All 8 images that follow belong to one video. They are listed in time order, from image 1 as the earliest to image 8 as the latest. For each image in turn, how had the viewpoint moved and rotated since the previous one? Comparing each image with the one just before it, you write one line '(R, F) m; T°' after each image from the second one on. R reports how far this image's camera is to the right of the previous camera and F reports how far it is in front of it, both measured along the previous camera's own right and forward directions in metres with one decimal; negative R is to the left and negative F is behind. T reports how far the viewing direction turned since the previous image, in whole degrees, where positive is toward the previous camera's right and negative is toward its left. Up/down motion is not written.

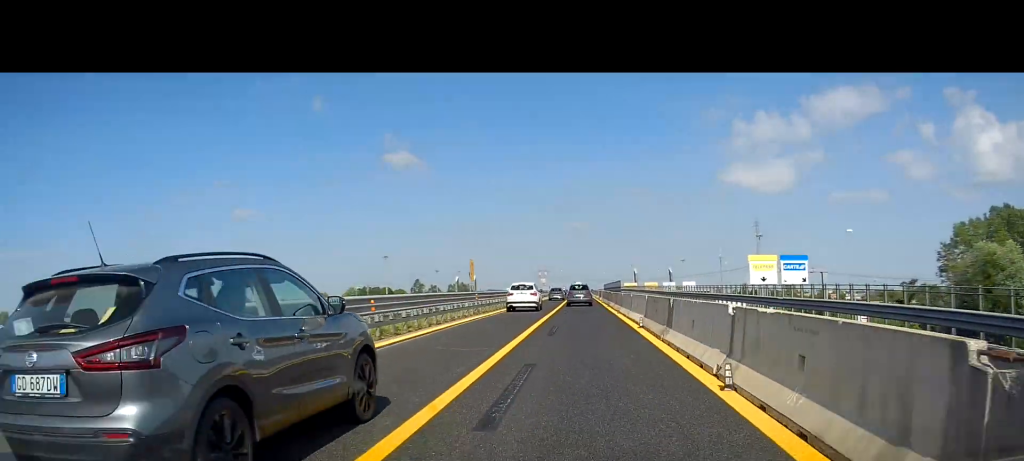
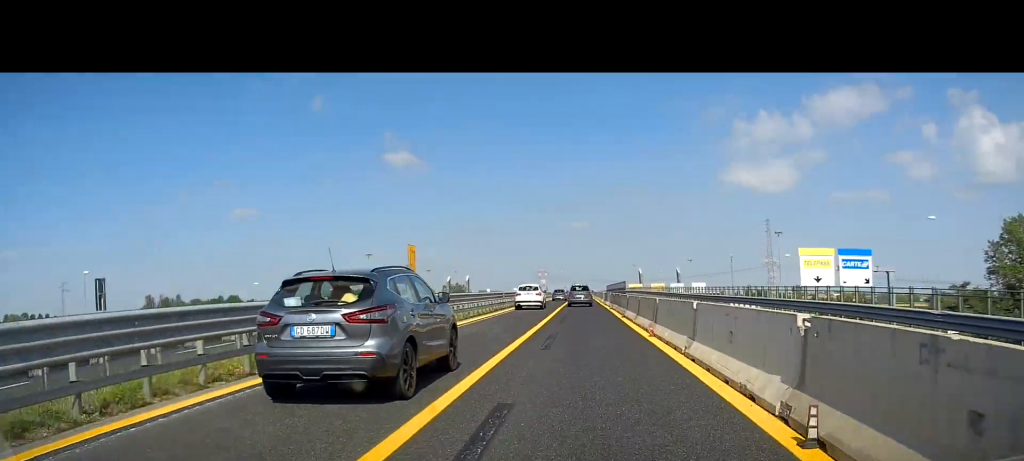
(+0.1, +15.2) m; +1°
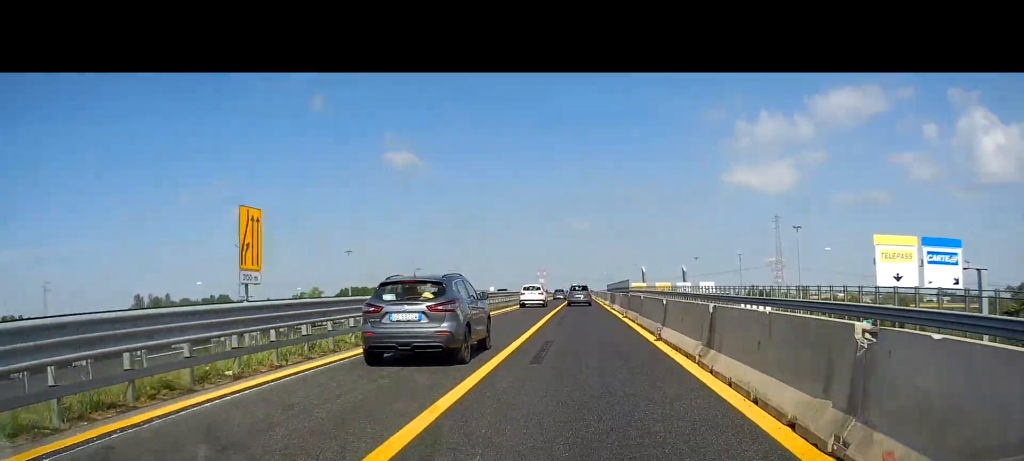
(+0.1, +13.8) m; +1°
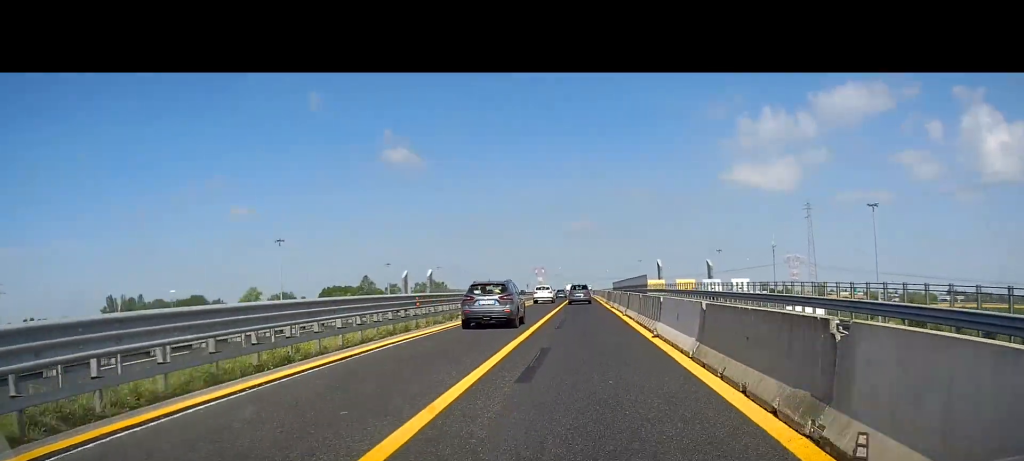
(0.0, +36.3) m; -1°
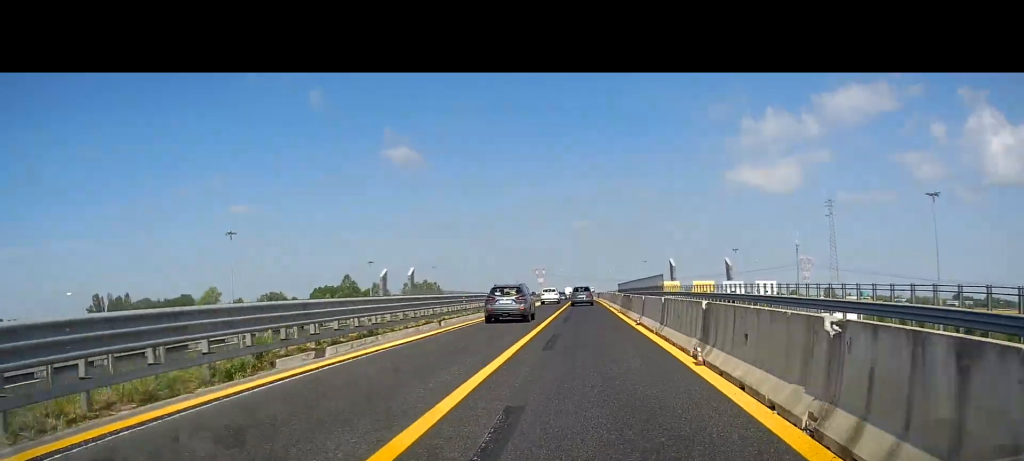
(-0.3, +18.2) m; 0°
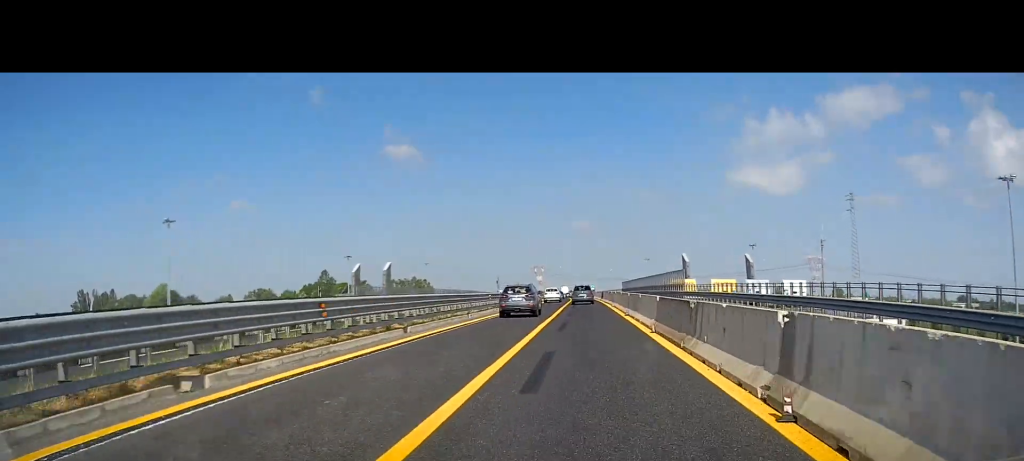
(0.0, +16.8) m; 0°
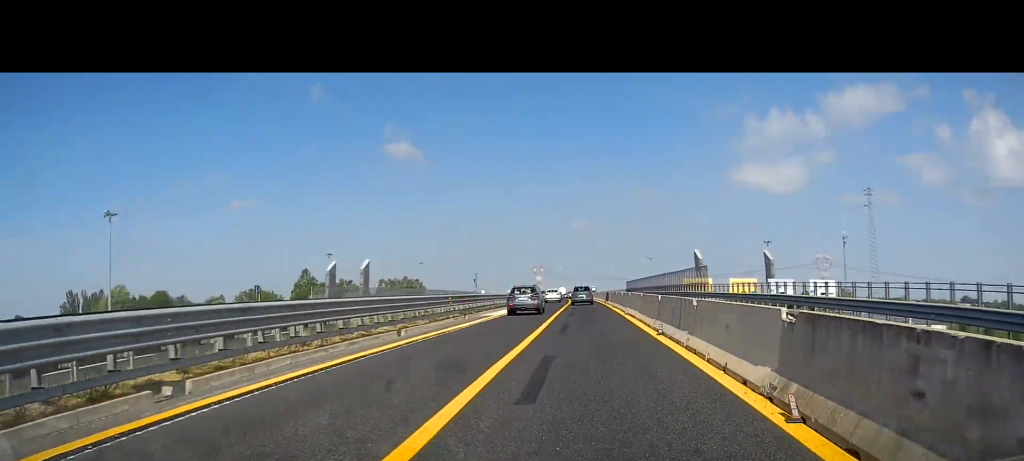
(+0.2, +12.4) m; +1°
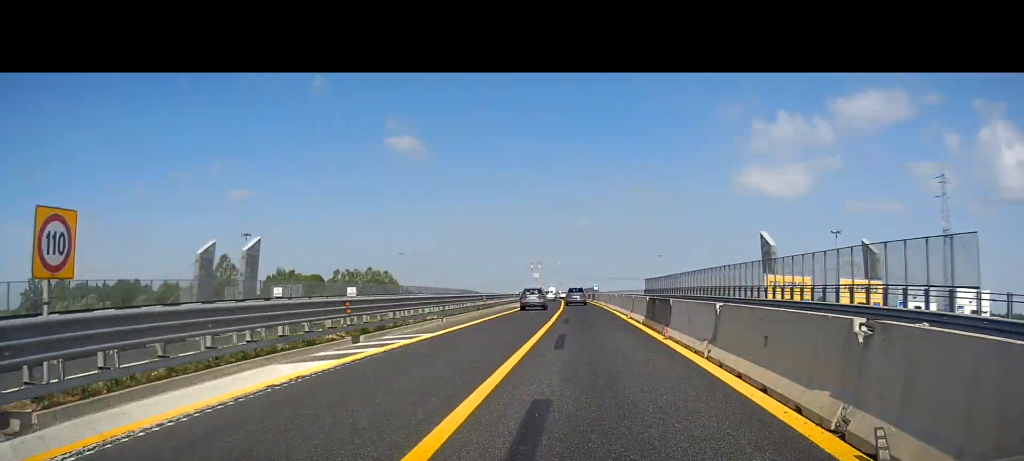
(0.0, +38.7) m; -1°
